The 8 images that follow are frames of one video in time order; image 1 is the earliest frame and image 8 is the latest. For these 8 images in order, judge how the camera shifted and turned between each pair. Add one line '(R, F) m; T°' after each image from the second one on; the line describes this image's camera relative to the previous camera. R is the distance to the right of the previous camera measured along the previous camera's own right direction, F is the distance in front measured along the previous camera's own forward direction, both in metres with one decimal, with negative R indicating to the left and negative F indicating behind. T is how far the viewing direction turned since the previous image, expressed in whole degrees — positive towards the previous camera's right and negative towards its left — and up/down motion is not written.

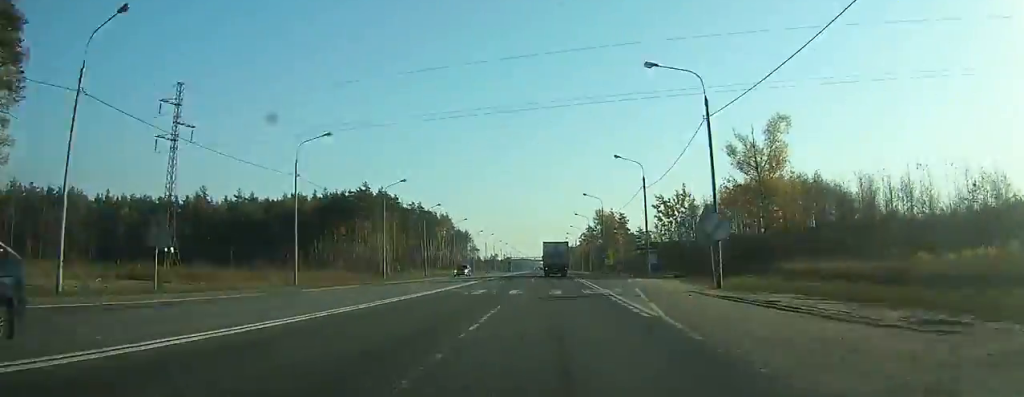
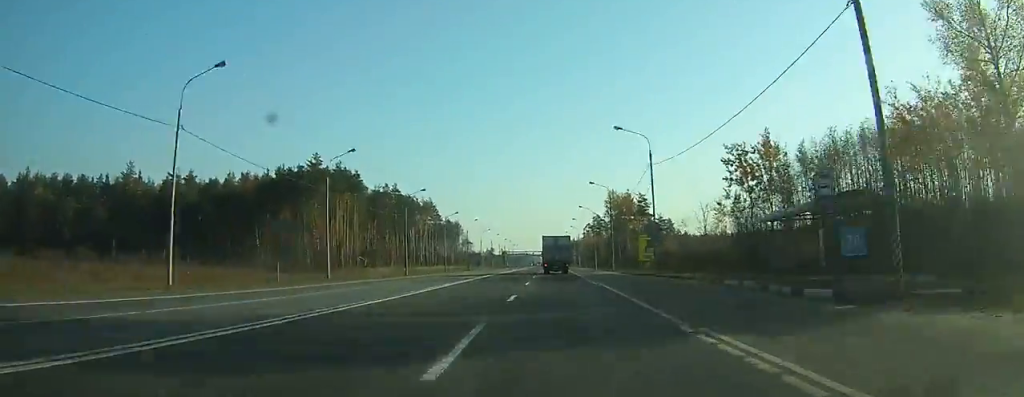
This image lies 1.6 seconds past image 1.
(0.0, +36.0) m; 0°
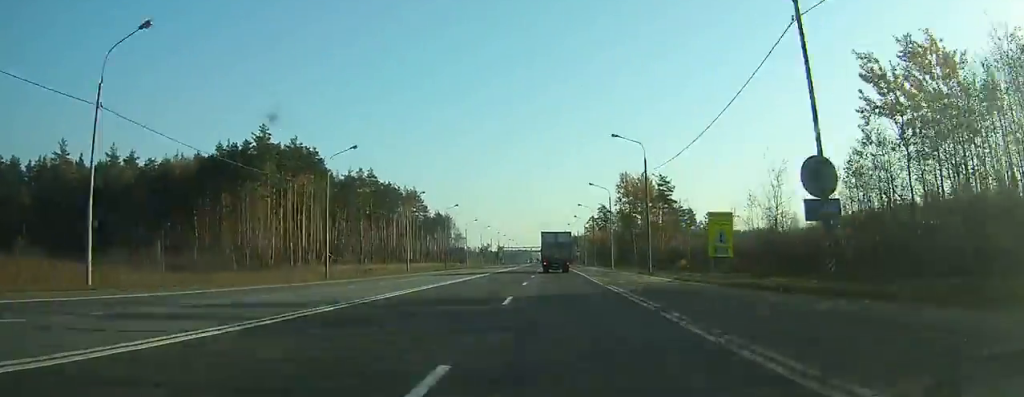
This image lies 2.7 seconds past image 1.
(0.0, +25.0) m; 0°
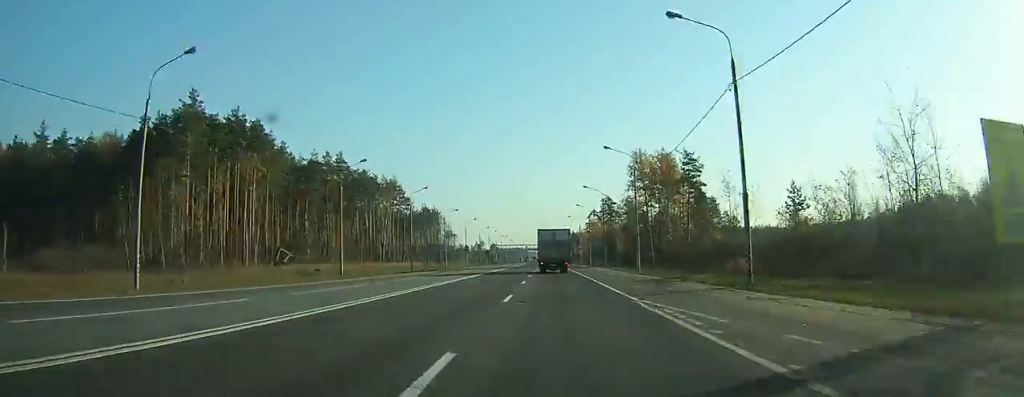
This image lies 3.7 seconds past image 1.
(0.0, +21.7) m; 0°
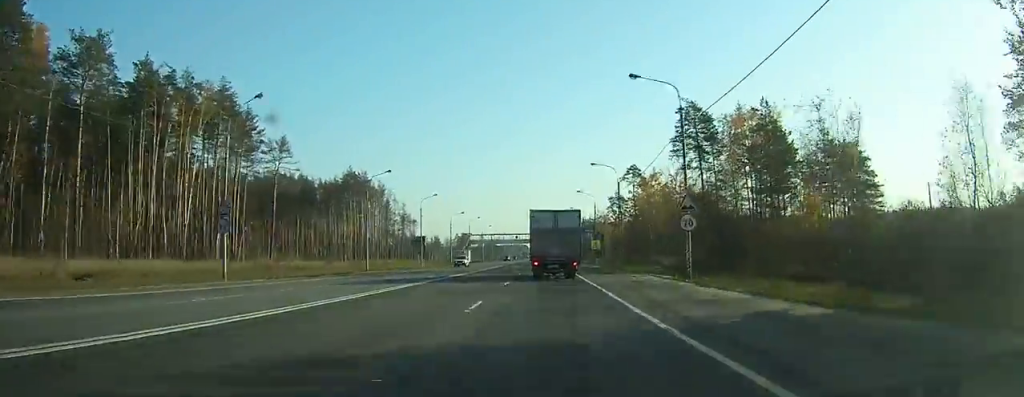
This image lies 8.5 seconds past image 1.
(+0.3, +101.8) m; 0°
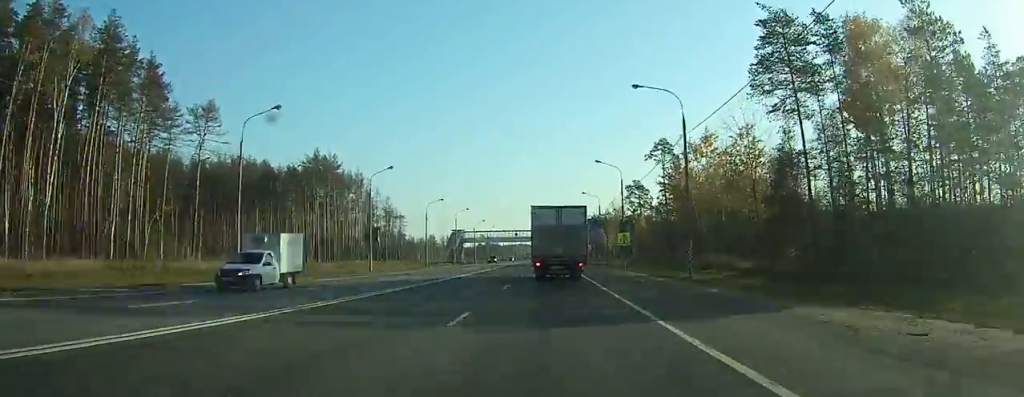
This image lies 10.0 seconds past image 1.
(0.0, +29.1) m; 0°
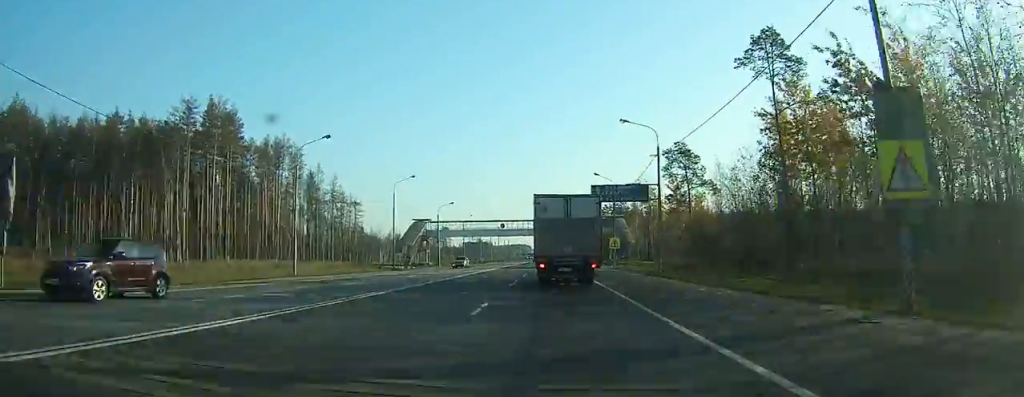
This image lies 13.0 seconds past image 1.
(-0.6, +49.3) m; -1°
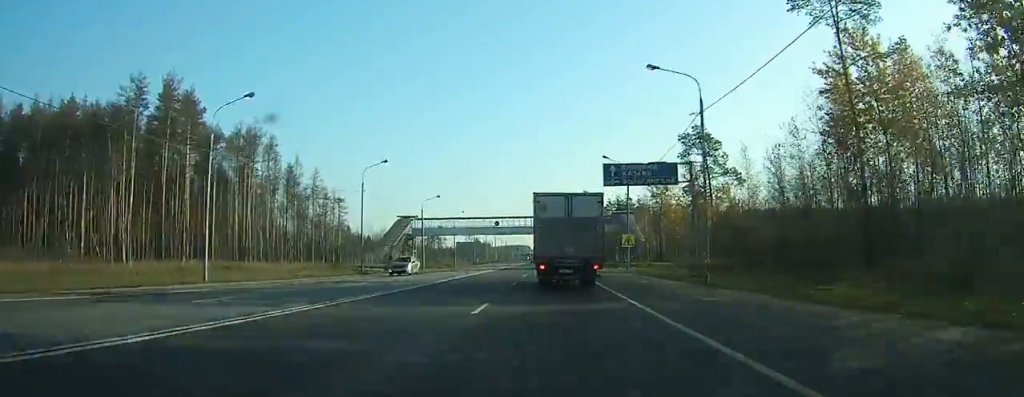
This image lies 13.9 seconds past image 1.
(0.0, +11.9) m; 0°
